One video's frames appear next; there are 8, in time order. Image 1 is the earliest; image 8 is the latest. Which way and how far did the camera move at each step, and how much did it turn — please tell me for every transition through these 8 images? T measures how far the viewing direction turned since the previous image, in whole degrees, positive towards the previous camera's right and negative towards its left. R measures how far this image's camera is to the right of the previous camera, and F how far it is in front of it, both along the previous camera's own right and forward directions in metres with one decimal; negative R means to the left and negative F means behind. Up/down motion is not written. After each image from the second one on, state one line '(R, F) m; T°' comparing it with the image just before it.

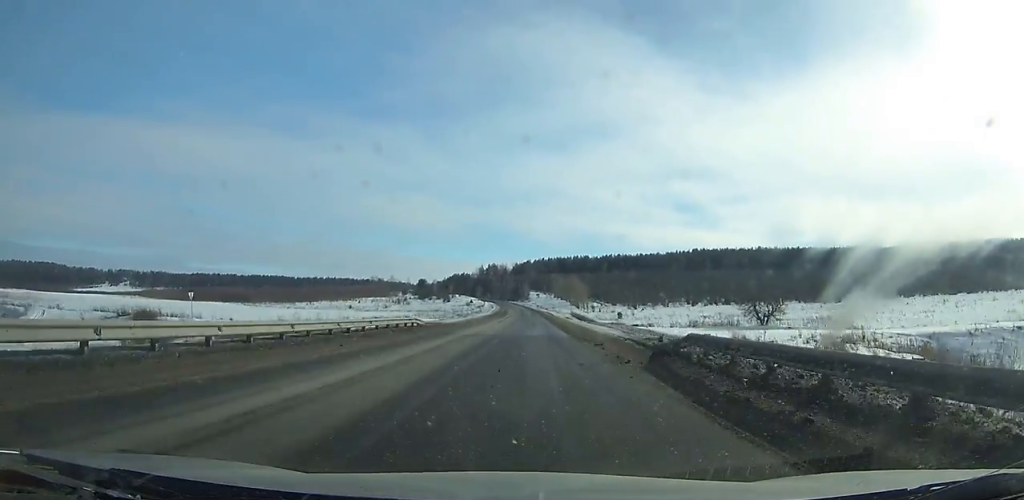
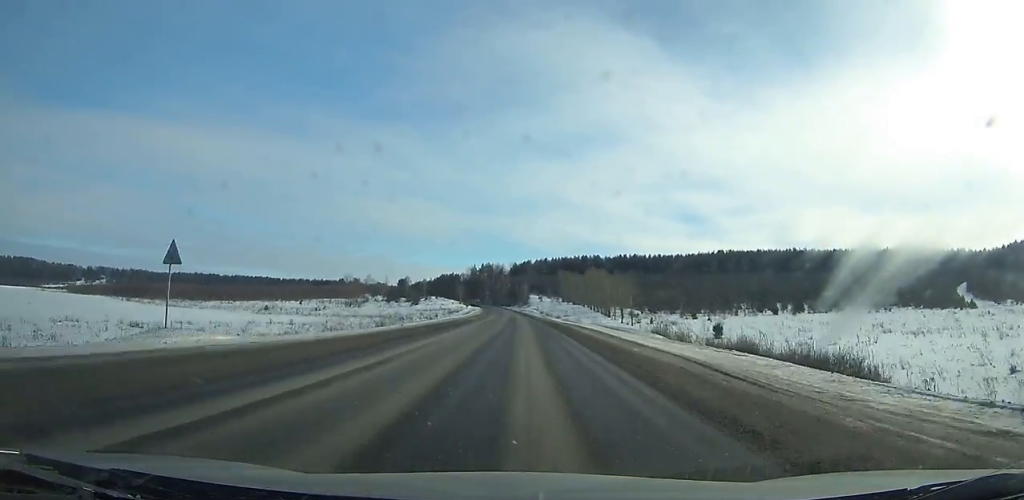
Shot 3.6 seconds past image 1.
(-0.6, +92.2) m; -1°
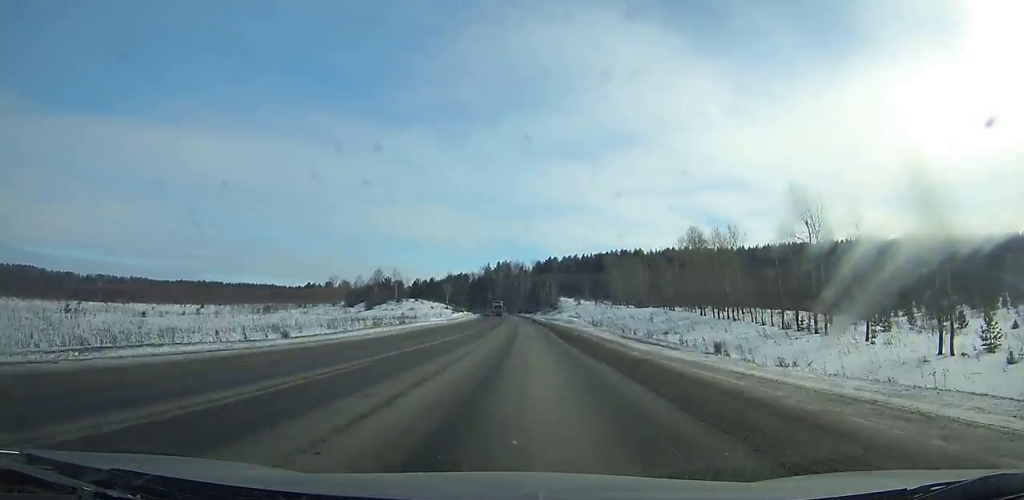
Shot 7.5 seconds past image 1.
(-1.4, +99.3) m; -2°
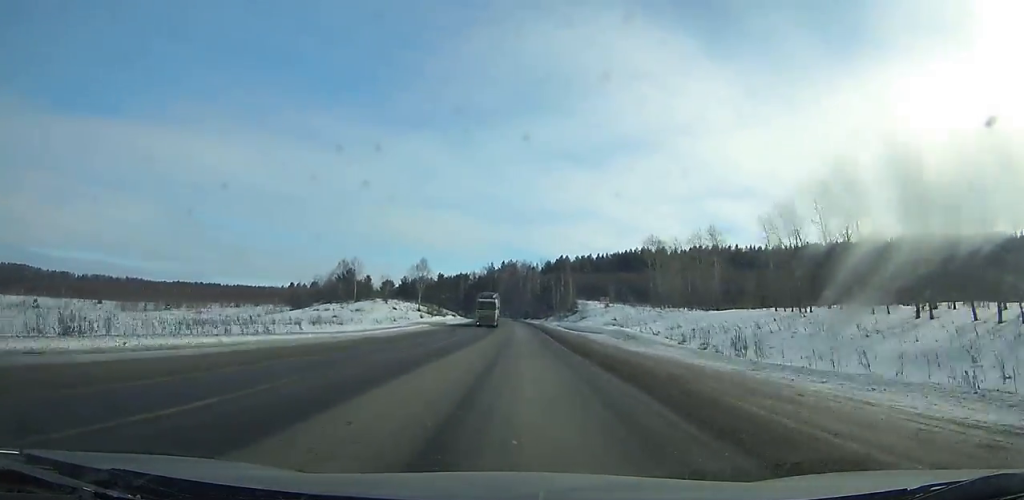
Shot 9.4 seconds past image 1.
(-0.2, +48.0) m; -1°
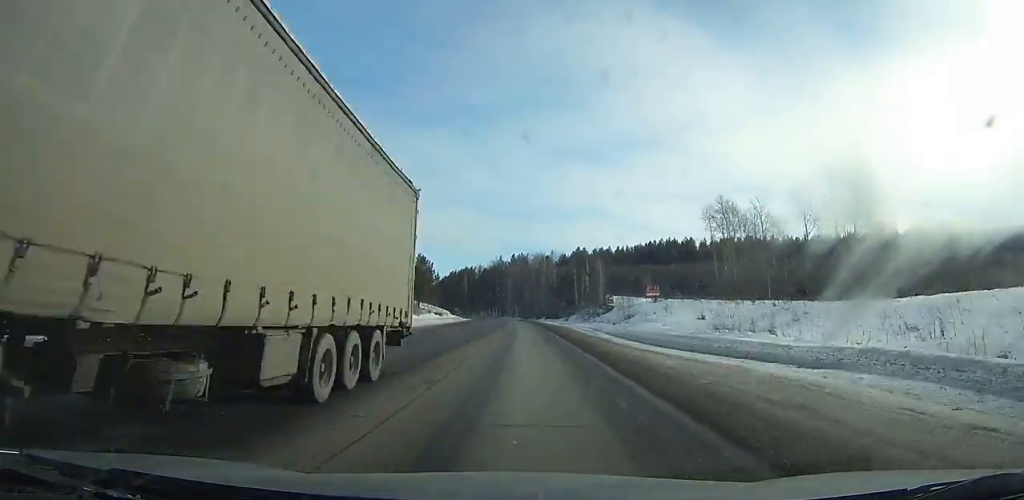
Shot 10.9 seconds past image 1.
(-0.5, +37.2) m; -1°
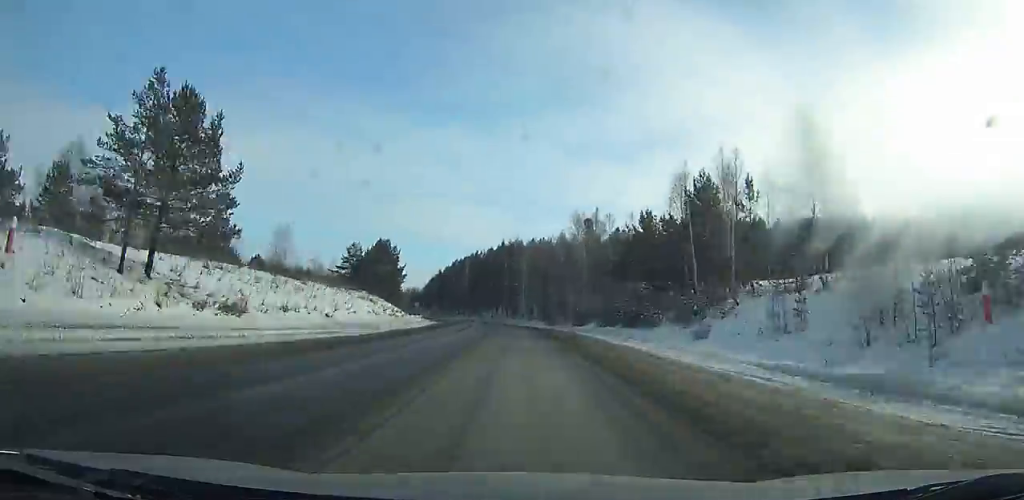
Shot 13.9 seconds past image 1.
(-1.3, +72.7) m; -3°
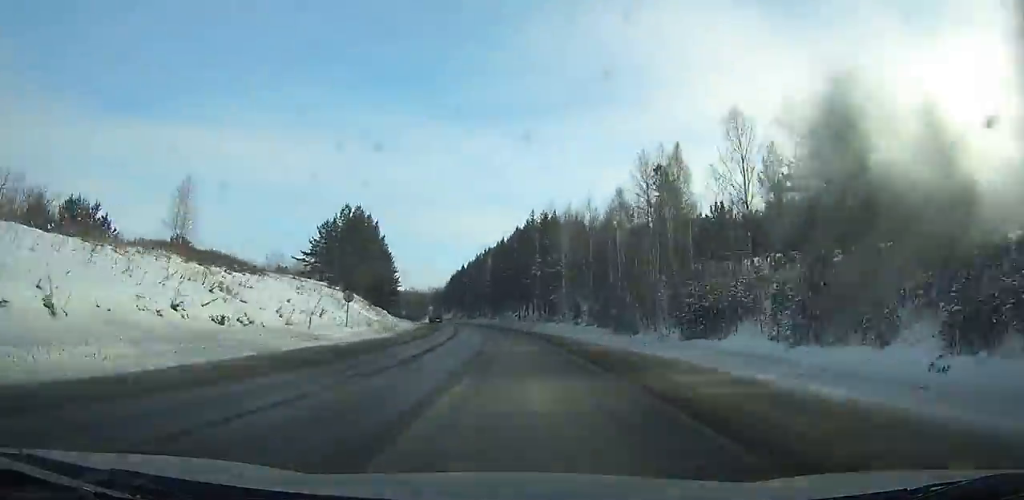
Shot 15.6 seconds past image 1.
(-0.1, +40.1) m; -3°
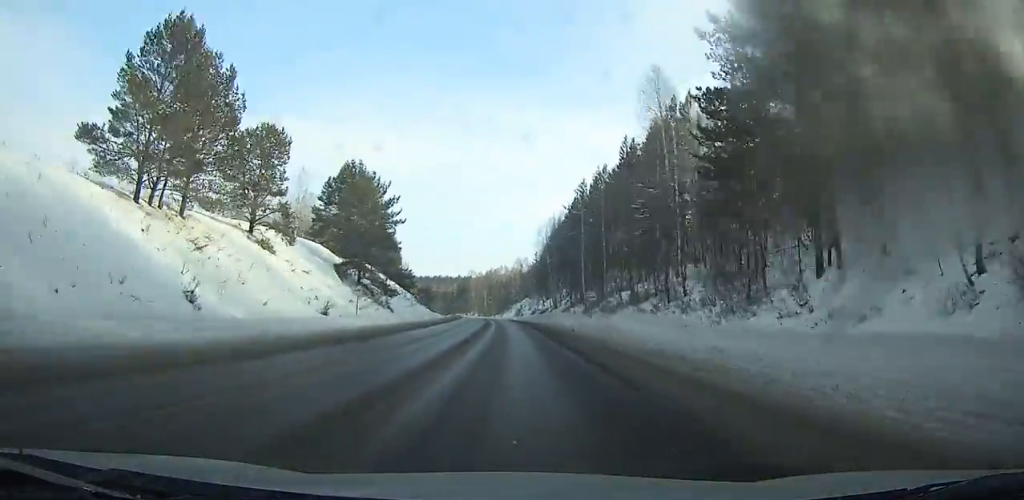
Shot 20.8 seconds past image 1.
(-11.8, +115.4) m; -11°
